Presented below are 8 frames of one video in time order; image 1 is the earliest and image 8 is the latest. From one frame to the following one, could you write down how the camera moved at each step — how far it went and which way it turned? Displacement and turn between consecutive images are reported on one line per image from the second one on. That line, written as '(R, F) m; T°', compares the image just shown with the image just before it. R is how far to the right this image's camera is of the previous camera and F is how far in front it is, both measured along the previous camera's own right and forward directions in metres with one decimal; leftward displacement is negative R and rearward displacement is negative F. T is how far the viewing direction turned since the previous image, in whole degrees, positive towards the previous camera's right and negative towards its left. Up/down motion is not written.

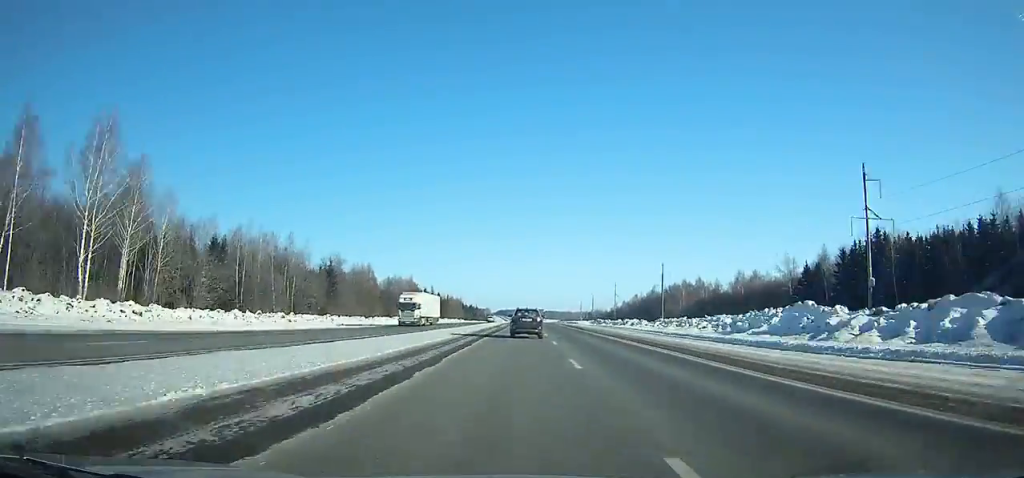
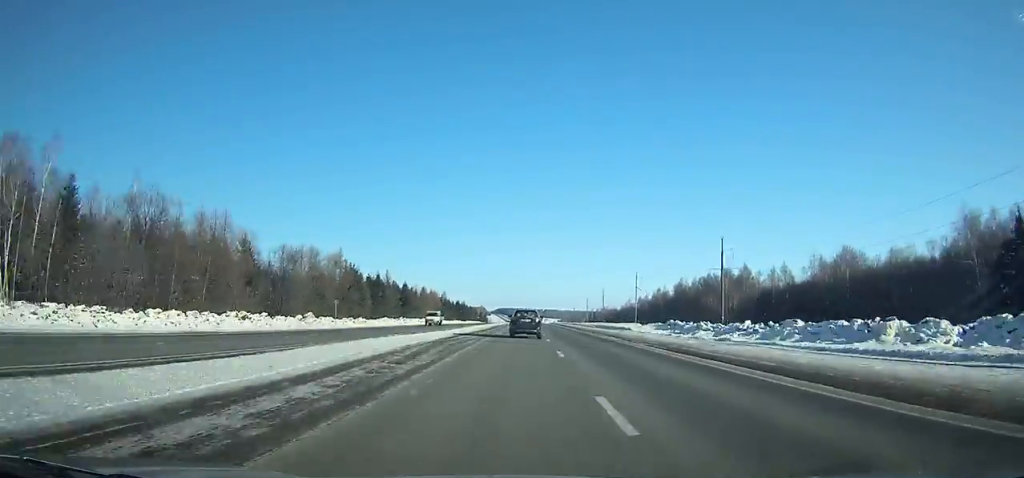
(+0.2, +67.2) m; 0°
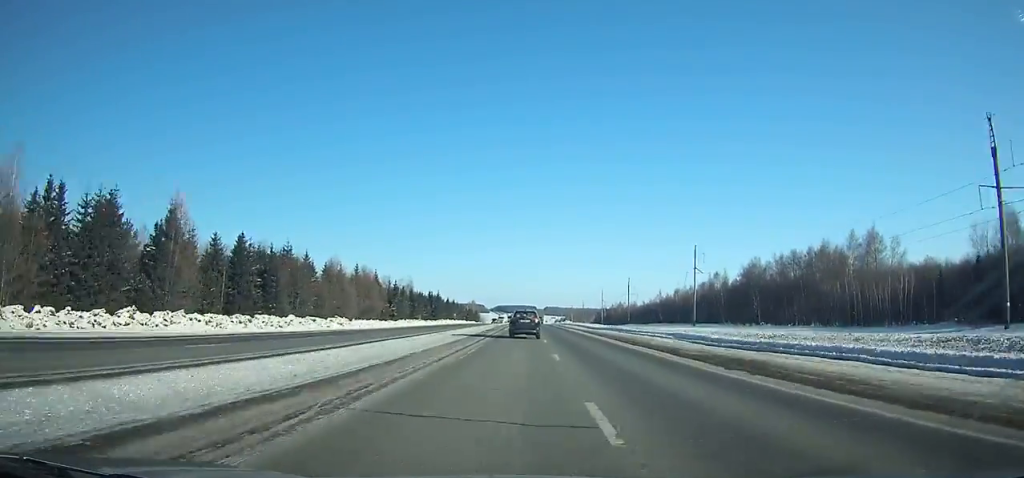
(0.0, +90.7) m; 0°
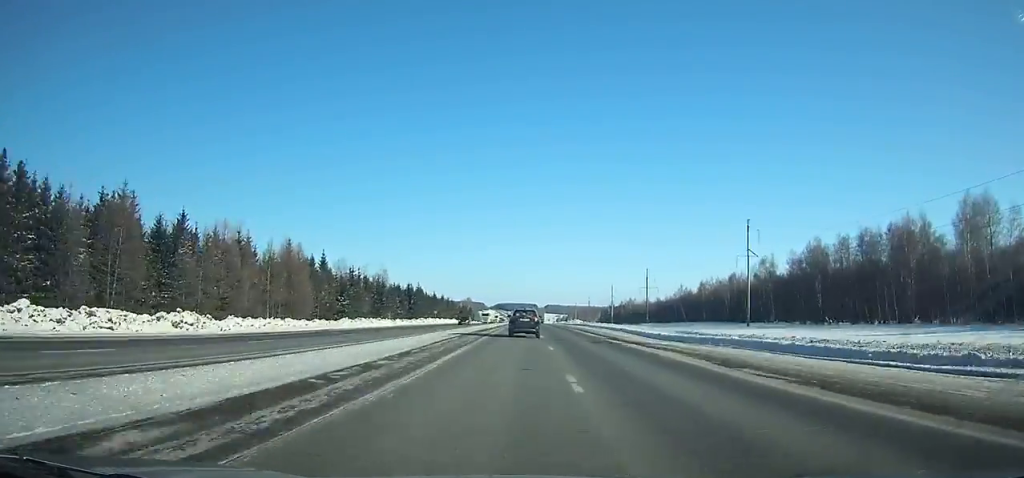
(+0.1, +41.9) m; 0°
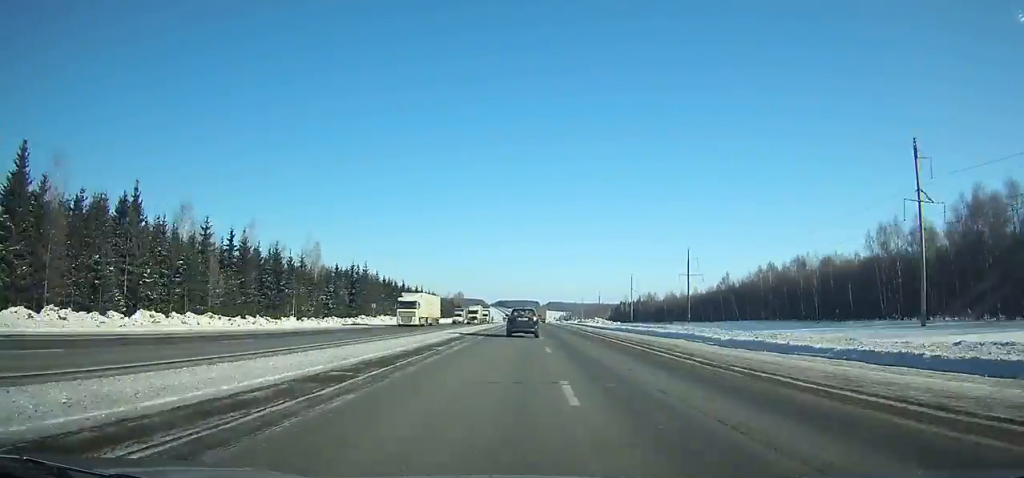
(0.0, +59.0) m; 0°
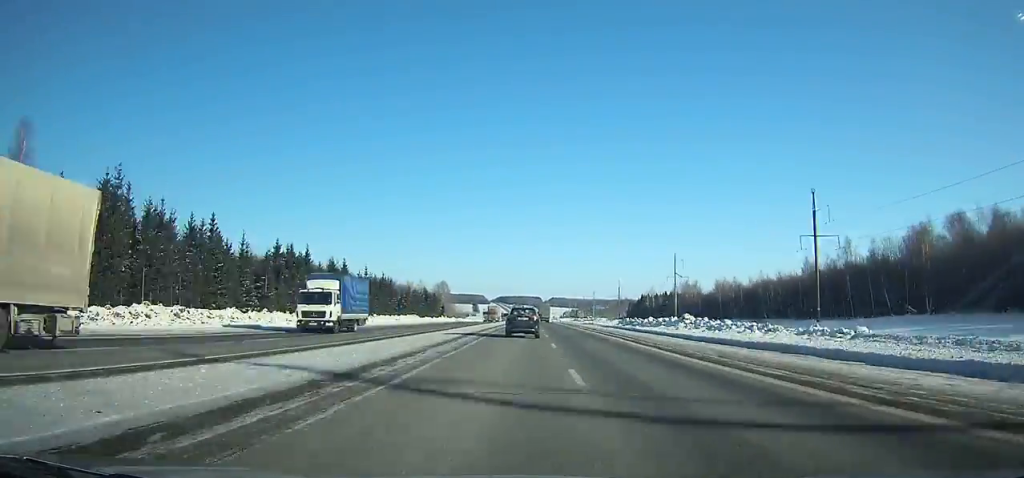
(-0.2, +78.9) m; 0°
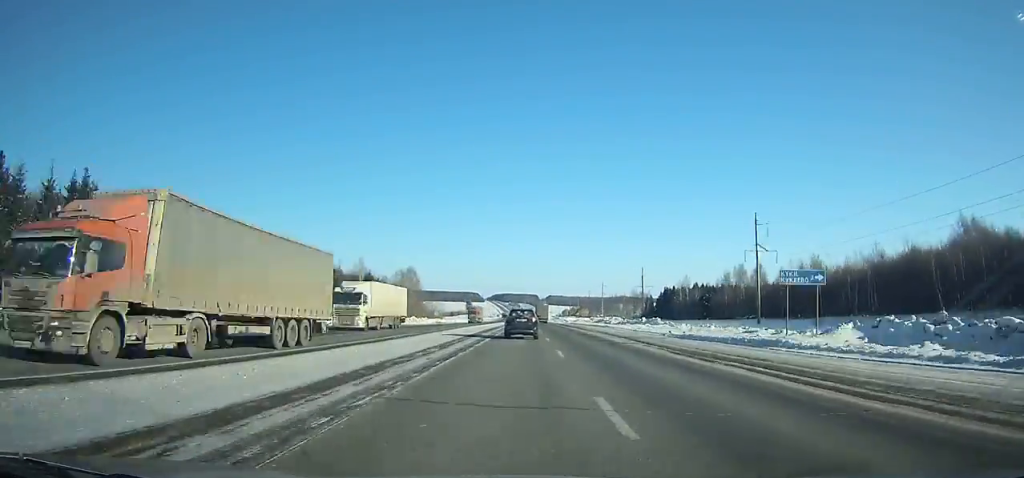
(-0.2, +75.3) m; 0°
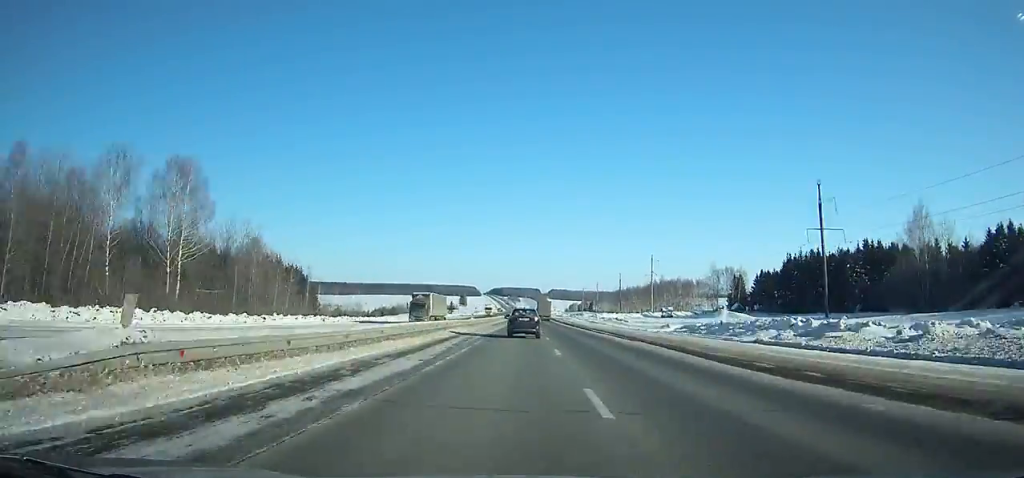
(+0.5, +148.3) m; 0°
